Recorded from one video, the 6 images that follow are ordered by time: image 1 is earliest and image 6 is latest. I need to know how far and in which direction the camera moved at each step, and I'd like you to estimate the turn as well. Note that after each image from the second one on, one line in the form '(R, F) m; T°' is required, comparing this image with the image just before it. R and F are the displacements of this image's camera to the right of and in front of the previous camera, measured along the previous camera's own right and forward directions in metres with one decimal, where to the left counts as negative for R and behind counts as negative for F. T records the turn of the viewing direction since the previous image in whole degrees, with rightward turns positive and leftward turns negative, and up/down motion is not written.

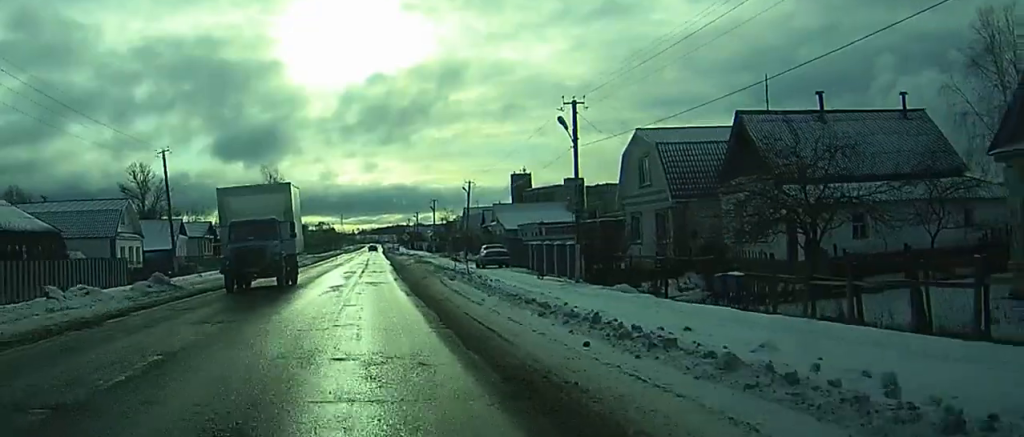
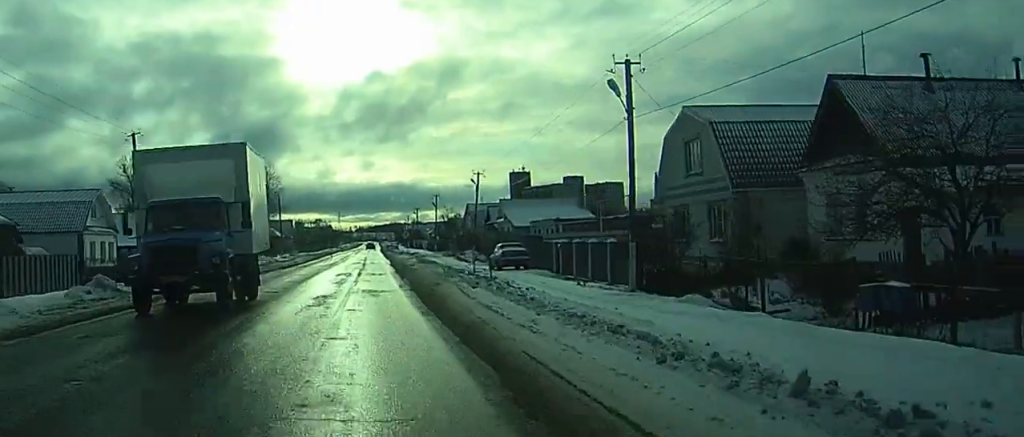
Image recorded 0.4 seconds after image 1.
(0.0, +7.0) m; 0°
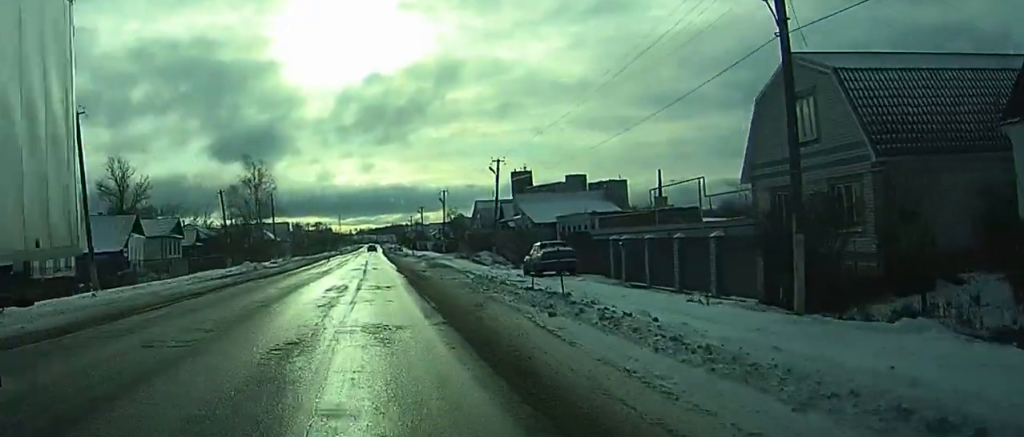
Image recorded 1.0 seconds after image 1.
(+0.1, +10.0) m; 0°
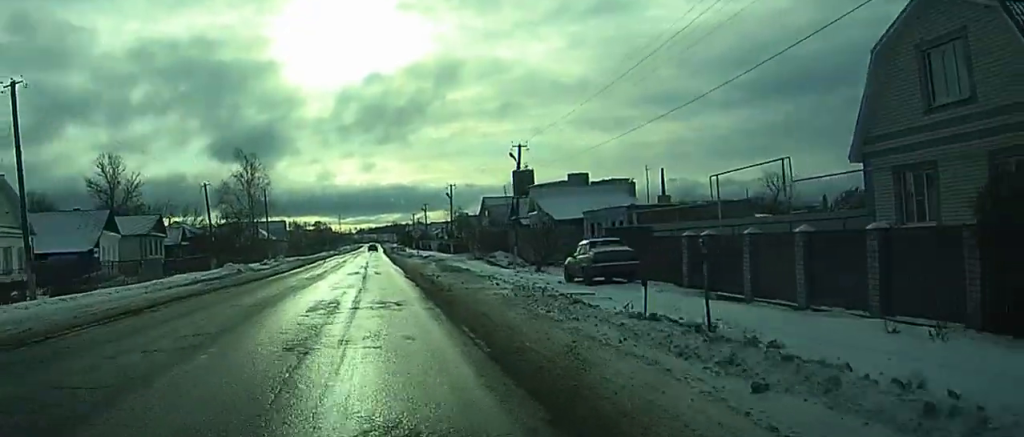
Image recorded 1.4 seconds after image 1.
(0.0, +7.7) m; 0°
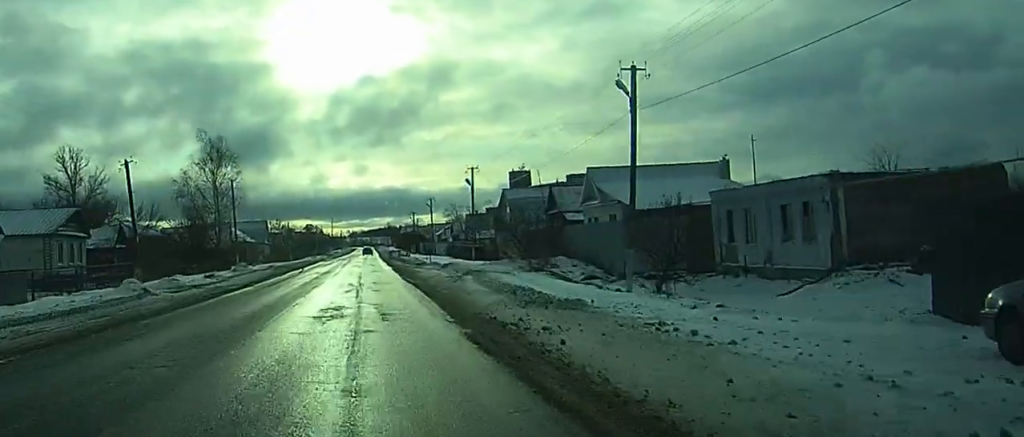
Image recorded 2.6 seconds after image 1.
(0.0, +21.5) m; 0°
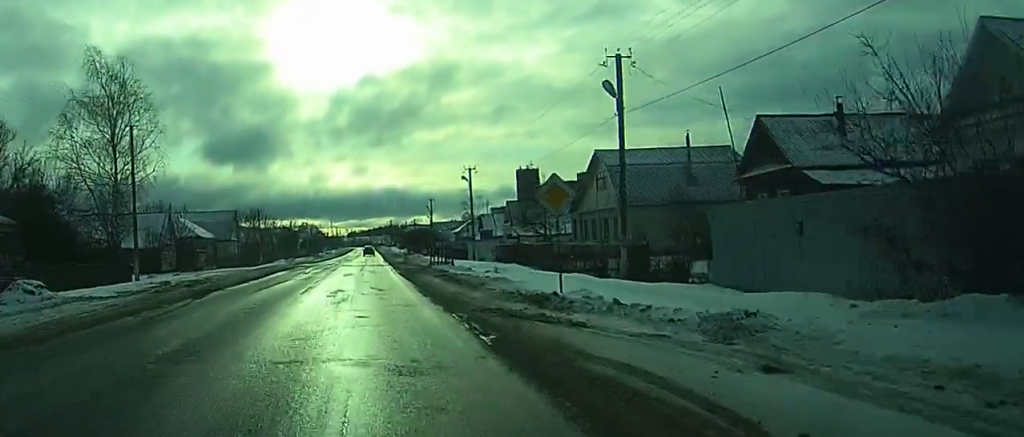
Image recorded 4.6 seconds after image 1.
(+0.4, +36.9) m; +1°
